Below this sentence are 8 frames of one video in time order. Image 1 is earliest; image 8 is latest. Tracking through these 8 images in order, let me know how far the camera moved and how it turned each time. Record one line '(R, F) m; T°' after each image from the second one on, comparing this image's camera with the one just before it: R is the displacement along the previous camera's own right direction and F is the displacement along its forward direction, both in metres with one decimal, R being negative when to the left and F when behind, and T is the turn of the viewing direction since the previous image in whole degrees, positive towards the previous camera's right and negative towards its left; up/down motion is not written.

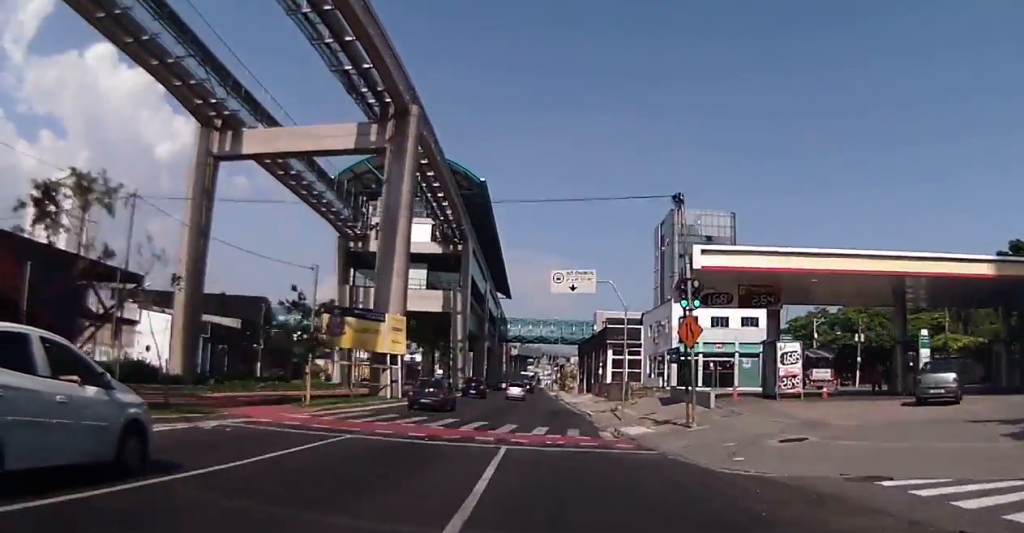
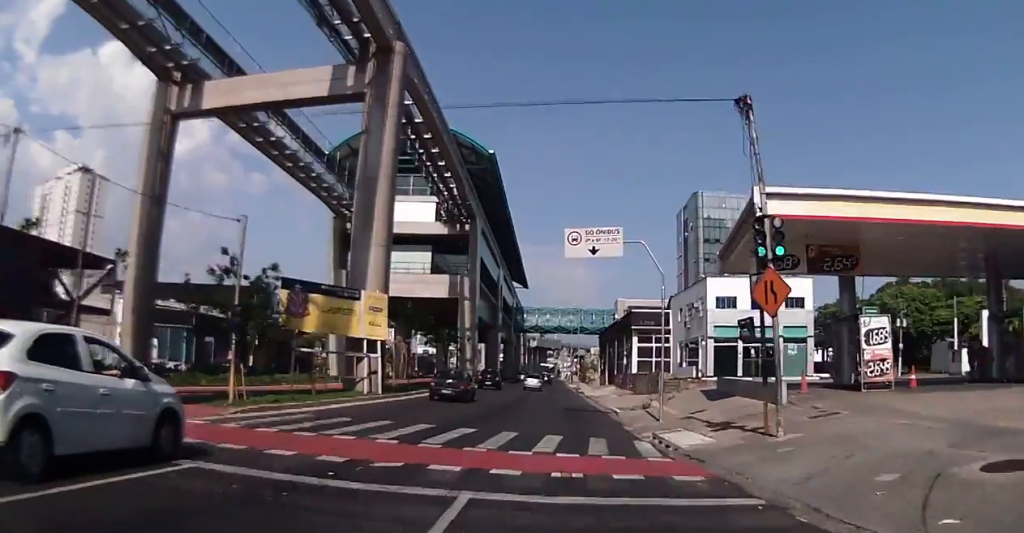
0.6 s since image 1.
(+0.4, +7.0) m; 0°
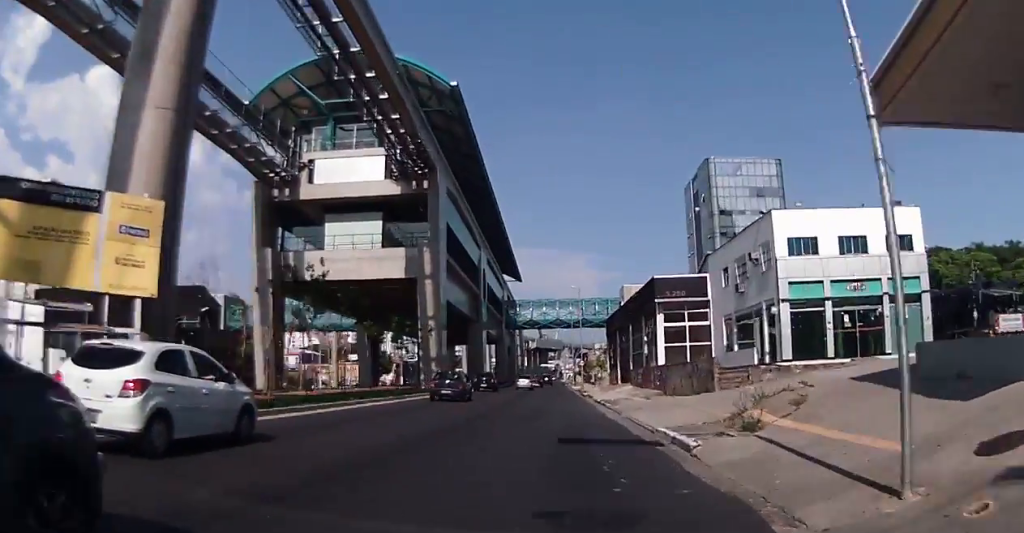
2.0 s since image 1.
(-0.7, +17.2) m; -2°
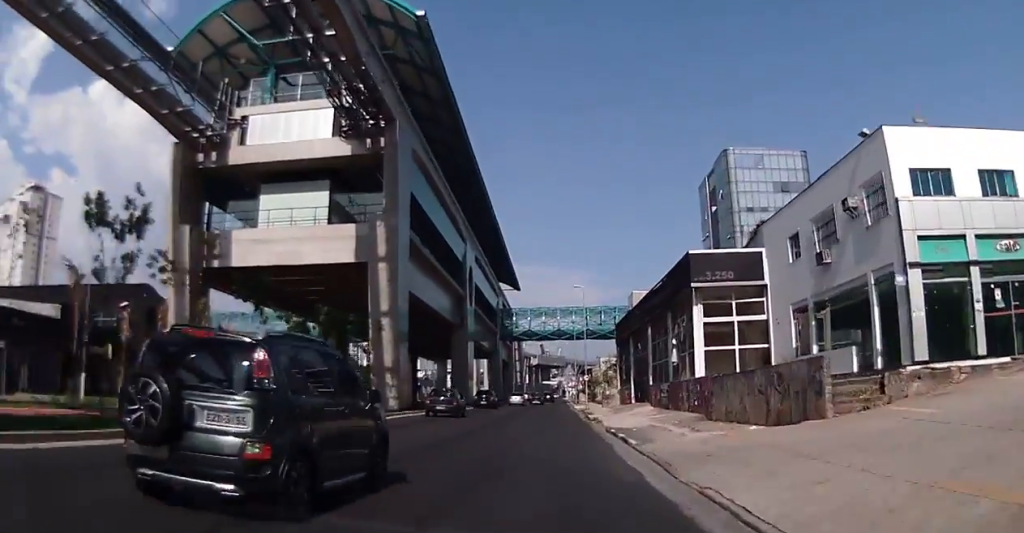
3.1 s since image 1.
(+0.1, +12.7) m; 0°
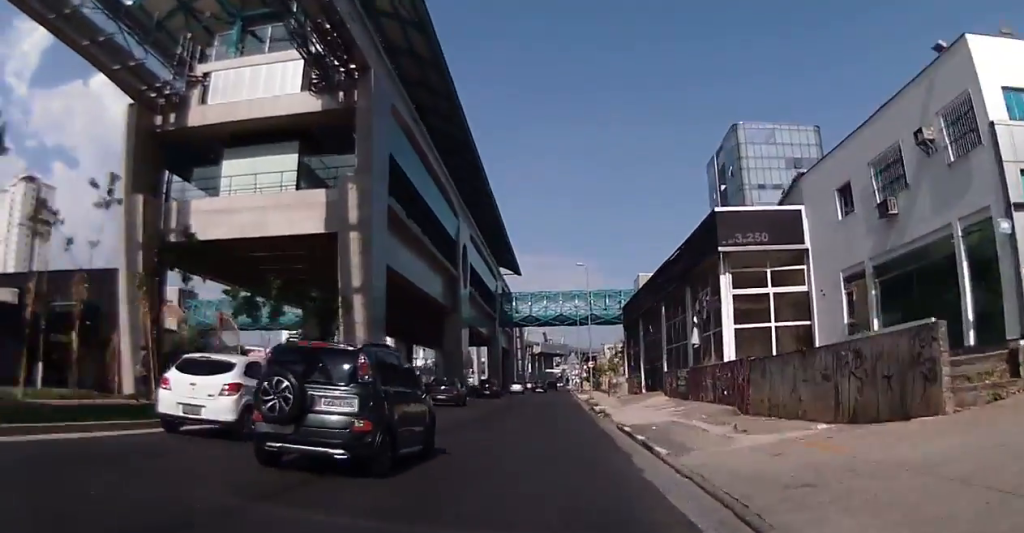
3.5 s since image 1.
(0.0, +5.3) m; 0°
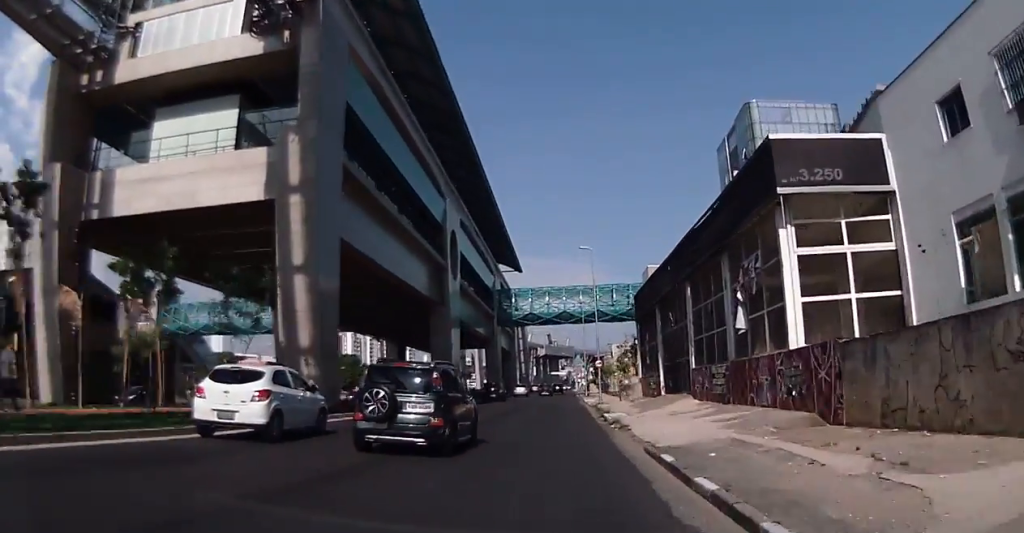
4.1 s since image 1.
(0.0, +7.3) m; 0°
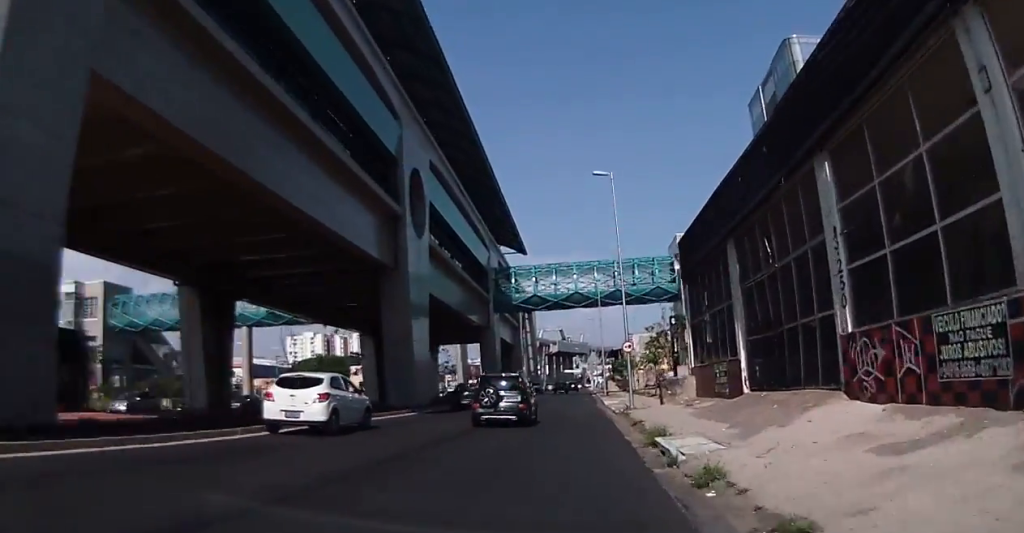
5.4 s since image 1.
(0.0, +16.1) m; -2°
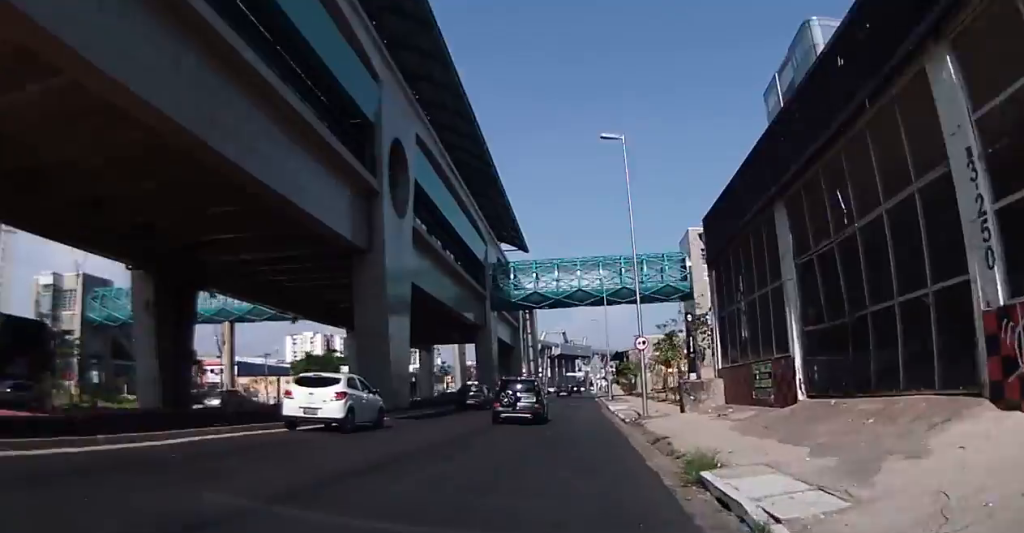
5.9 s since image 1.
(0.0, +5.3) m; -1°
